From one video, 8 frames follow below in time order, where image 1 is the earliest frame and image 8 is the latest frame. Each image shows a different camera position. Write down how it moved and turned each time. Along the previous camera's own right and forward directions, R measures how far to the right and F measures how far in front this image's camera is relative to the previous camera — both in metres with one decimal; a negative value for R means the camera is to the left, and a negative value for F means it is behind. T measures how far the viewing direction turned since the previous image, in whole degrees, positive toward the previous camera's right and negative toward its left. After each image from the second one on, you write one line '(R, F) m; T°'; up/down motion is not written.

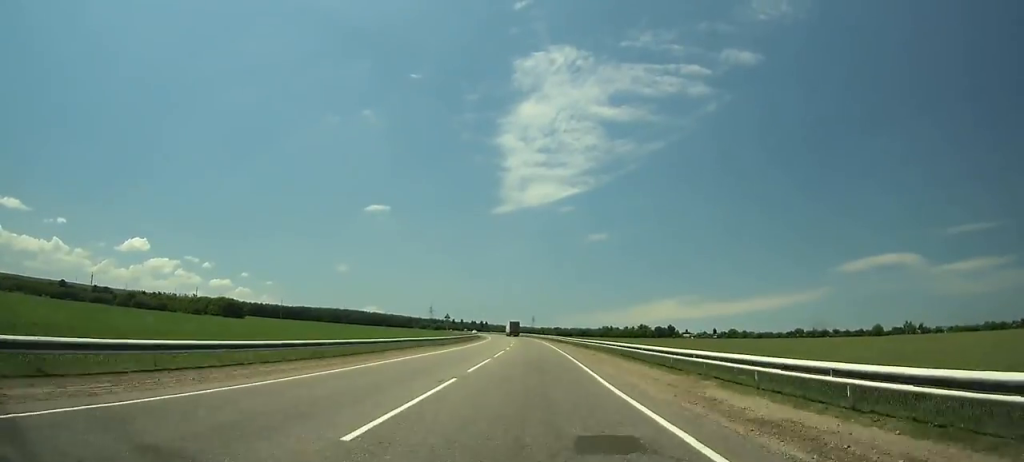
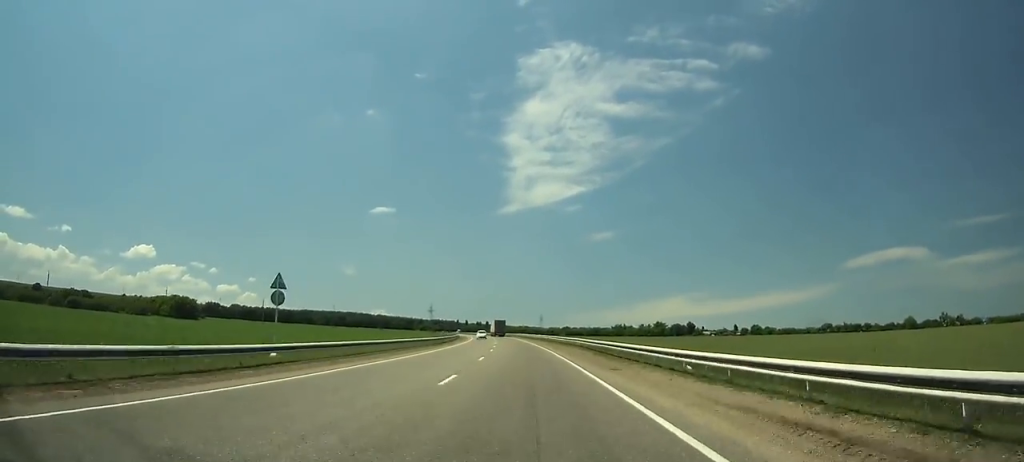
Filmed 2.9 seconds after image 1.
(-0.1, +54.6) m; -1°
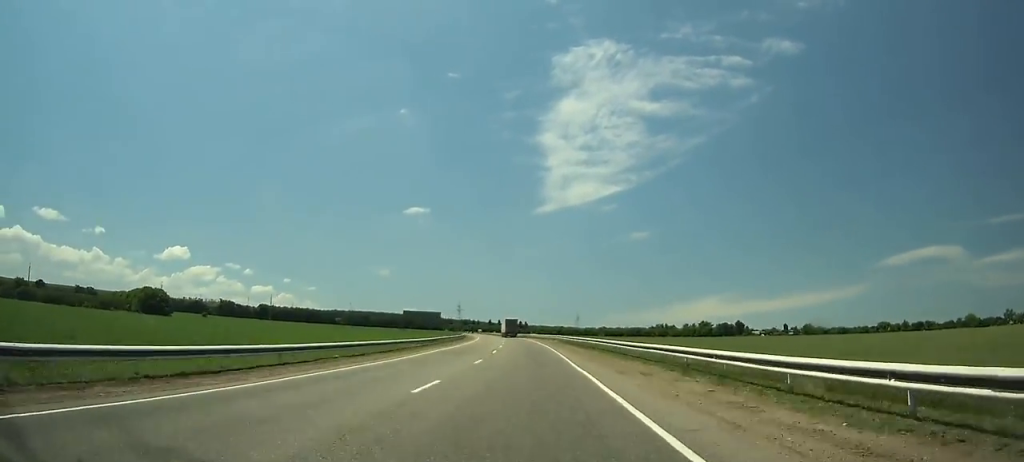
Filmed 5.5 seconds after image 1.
(-0.8, +49.4) m; -2°
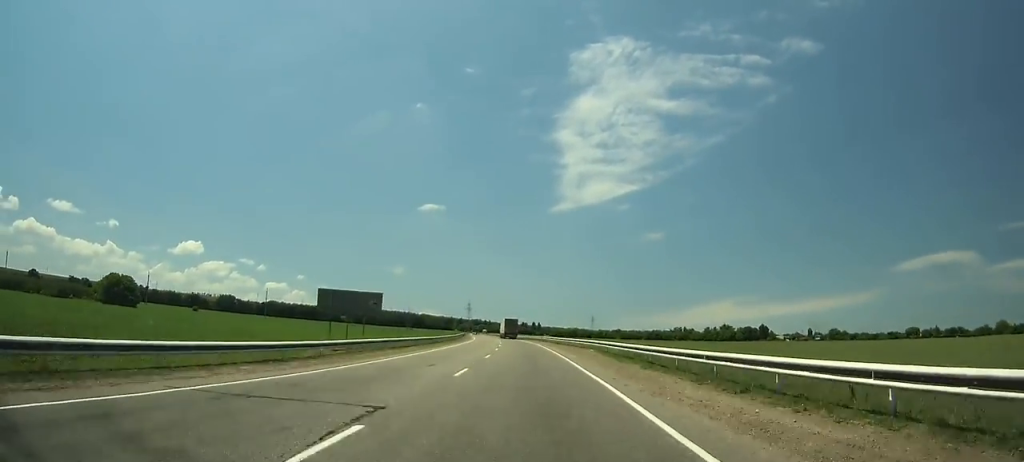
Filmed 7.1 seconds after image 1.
(-0.5, +30.4) m; -1°
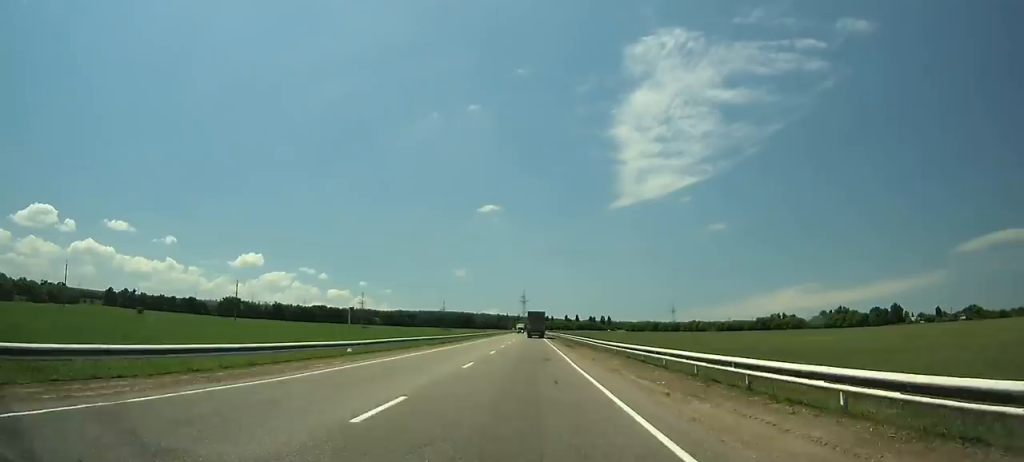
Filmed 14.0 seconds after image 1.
(-7.7, +130.2) m; -6°
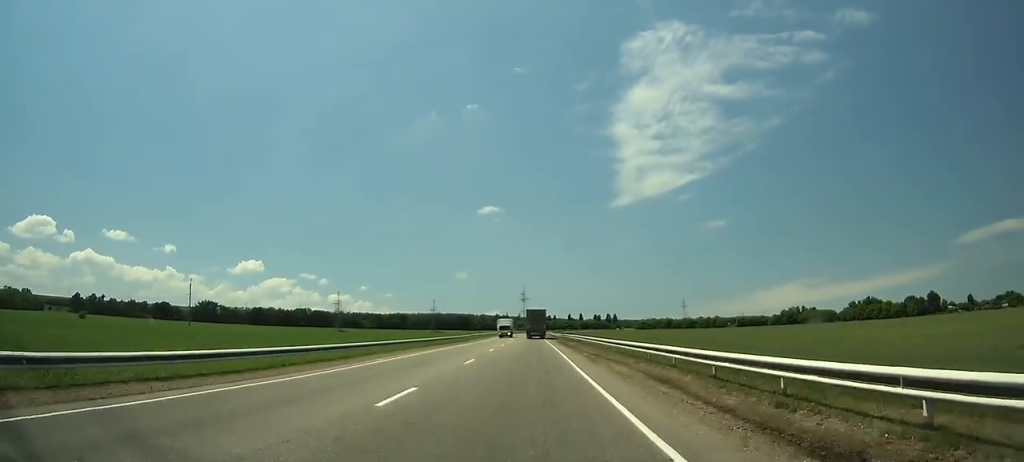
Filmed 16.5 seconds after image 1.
(-0.5, +47.4) m; -1°
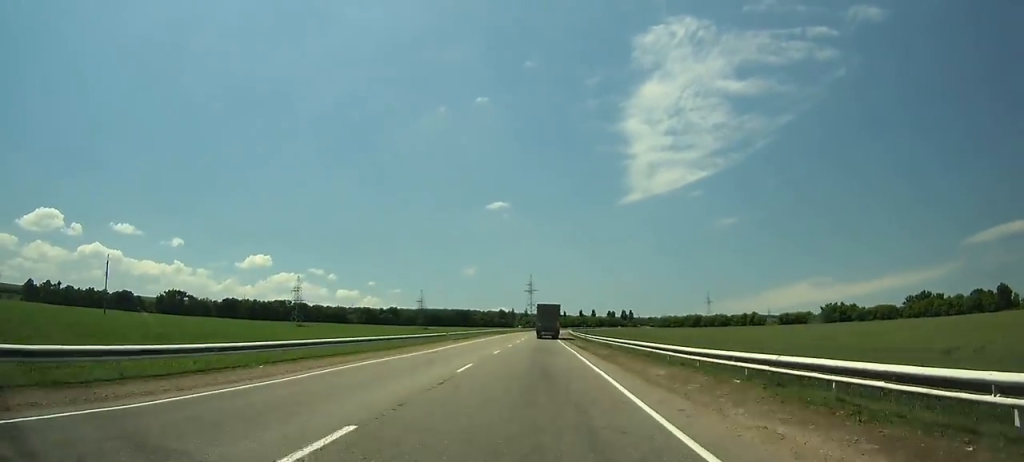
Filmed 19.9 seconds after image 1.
(-0.1, +64.4) m; 0°
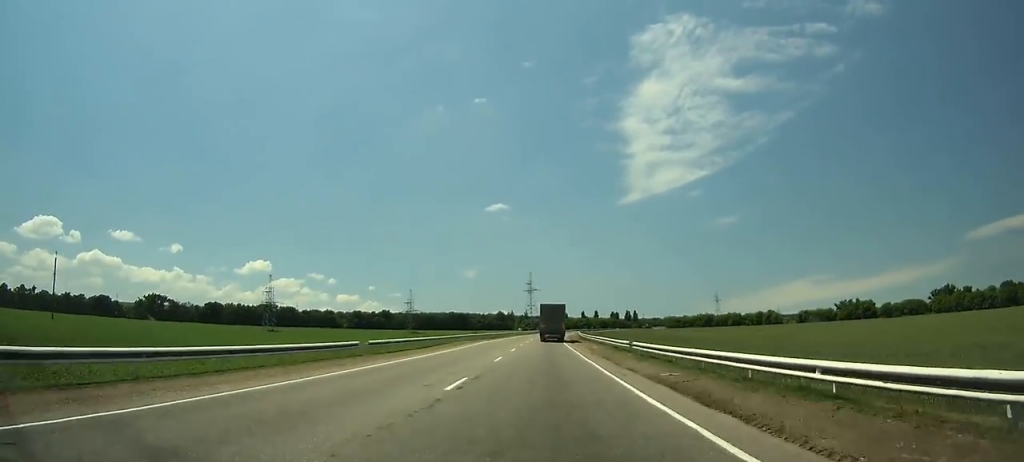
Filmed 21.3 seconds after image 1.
(0.0, +26.3) m; 0°
